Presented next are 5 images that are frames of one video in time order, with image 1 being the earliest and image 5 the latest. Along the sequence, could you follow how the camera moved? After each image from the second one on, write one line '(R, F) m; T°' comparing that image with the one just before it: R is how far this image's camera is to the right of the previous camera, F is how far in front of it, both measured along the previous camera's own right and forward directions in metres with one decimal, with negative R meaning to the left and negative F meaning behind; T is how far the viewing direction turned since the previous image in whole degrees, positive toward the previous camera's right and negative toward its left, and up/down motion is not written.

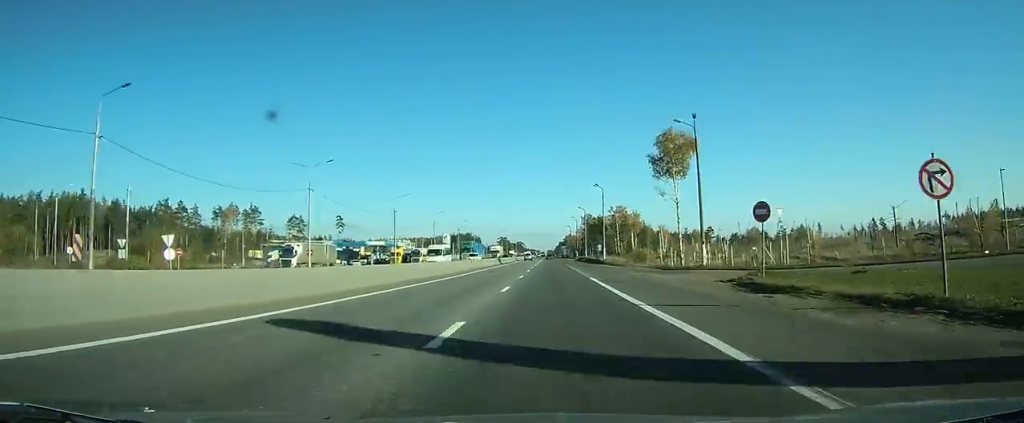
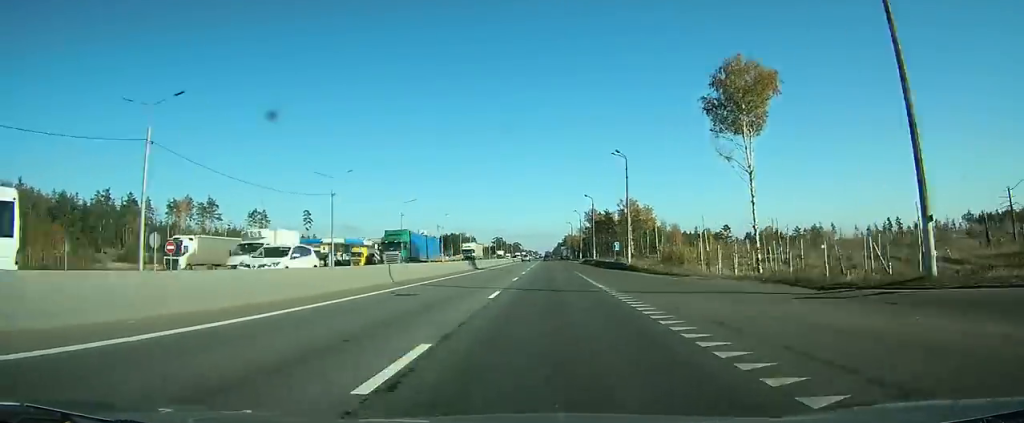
(0.0, +25.6) m; 0°
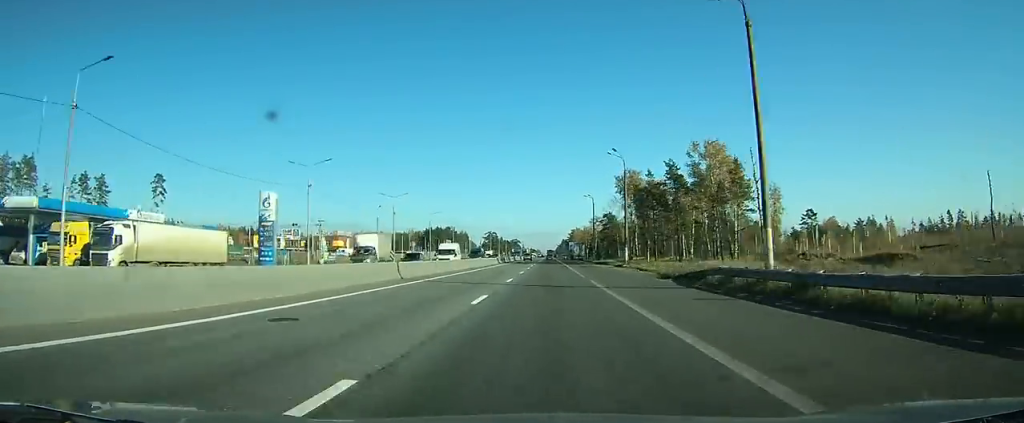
(0.0, +76.9) m; 0°
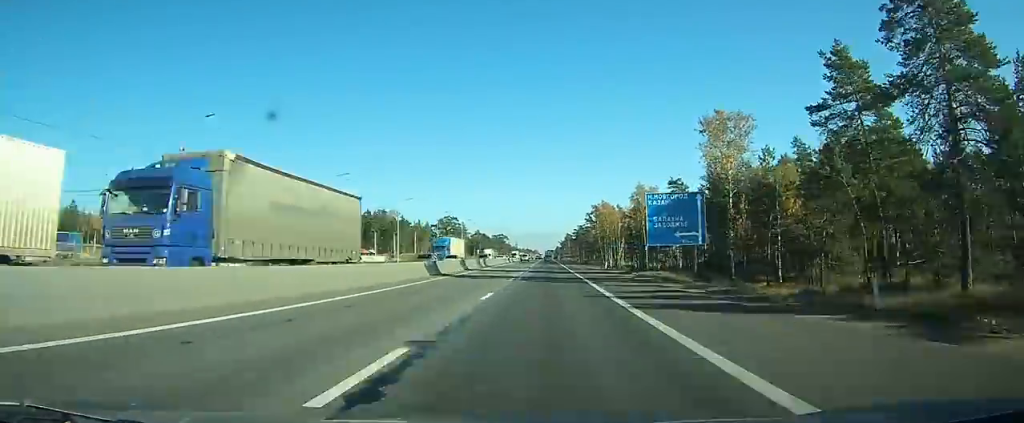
(+0.2, +151.1) m; 0°
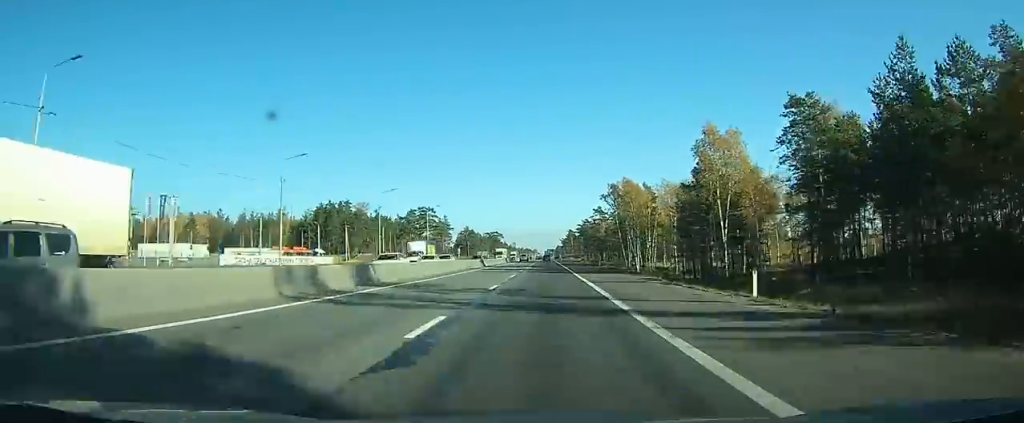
(+0.1, +44.3) m; 0°
